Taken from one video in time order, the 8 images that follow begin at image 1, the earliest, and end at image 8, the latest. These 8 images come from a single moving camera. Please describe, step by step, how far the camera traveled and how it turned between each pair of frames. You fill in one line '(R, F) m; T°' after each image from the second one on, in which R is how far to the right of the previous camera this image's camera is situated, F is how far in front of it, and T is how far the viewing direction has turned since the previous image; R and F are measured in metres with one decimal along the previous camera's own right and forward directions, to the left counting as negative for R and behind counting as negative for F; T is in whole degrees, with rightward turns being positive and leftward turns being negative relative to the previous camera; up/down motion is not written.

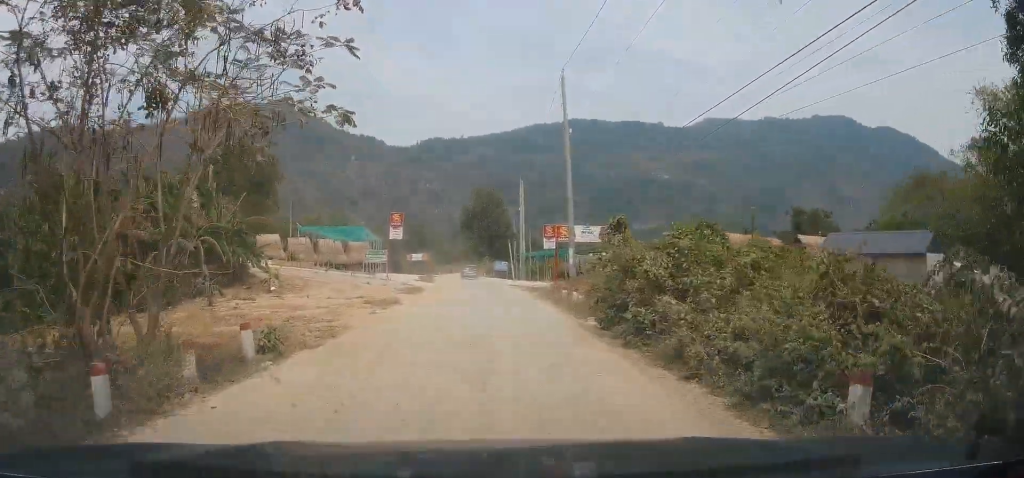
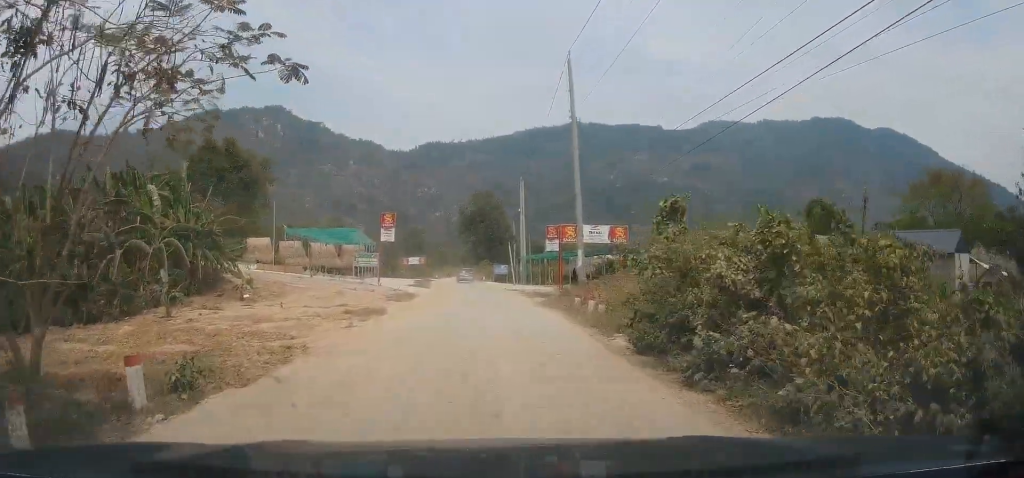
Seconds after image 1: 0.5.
(+0.4, +3.9) m; 0°
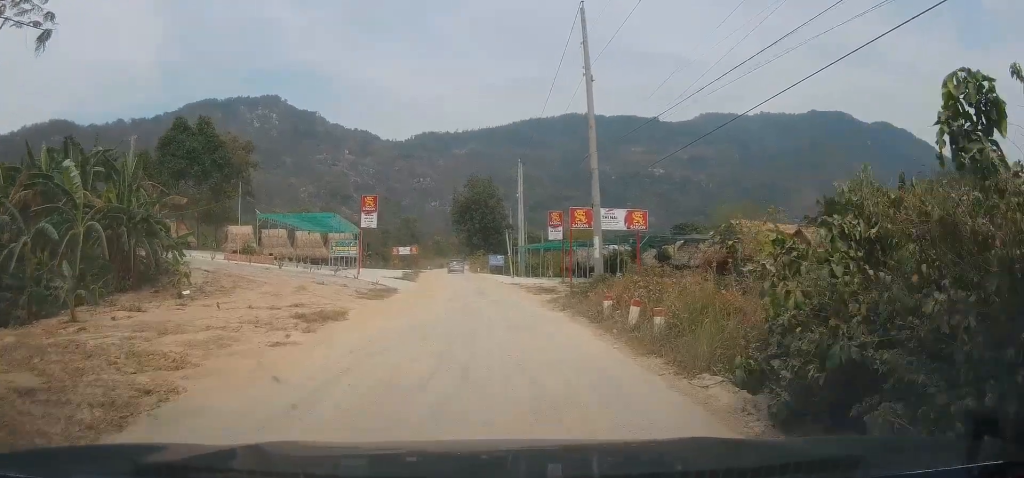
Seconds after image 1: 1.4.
(0.0, +6.0) m; -2°
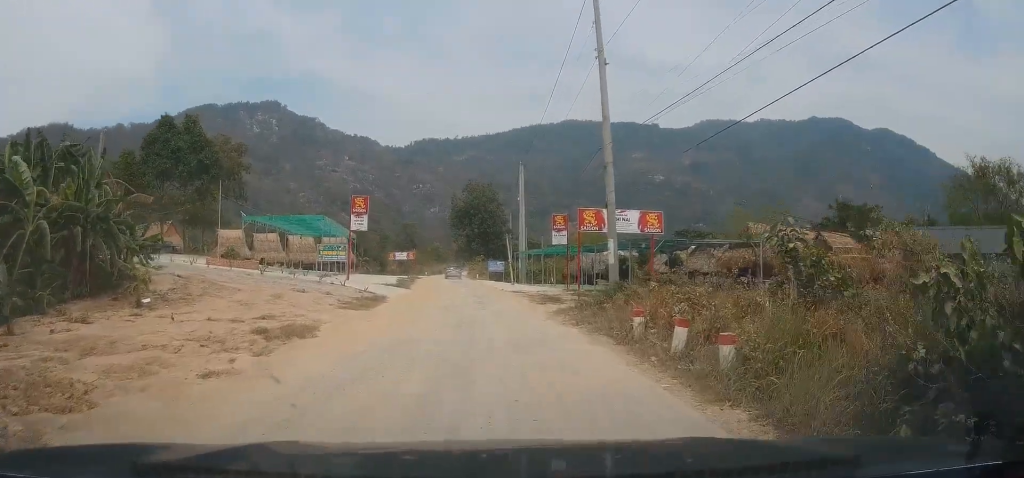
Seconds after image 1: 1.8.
(-0.2, +3.1) m; -3°
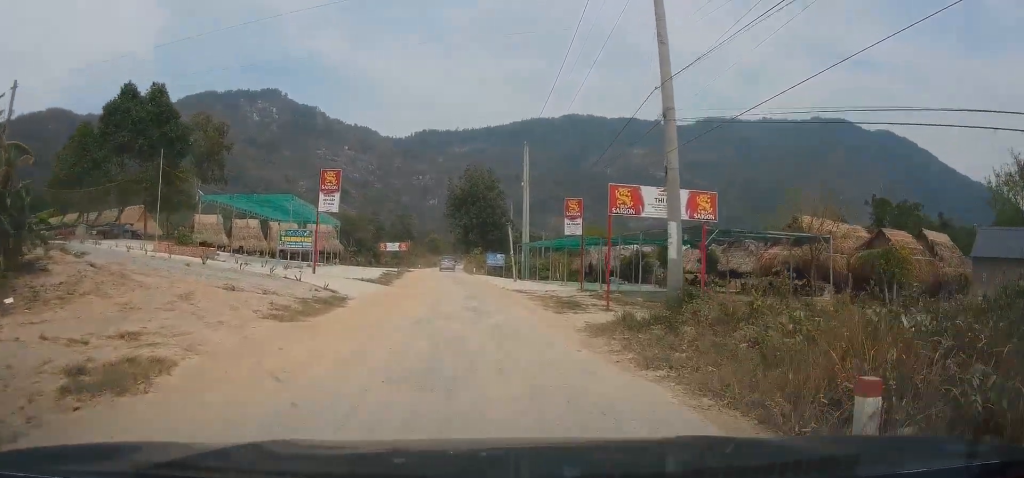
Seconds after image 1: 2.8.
(-0.1, +7.6) m; +1°
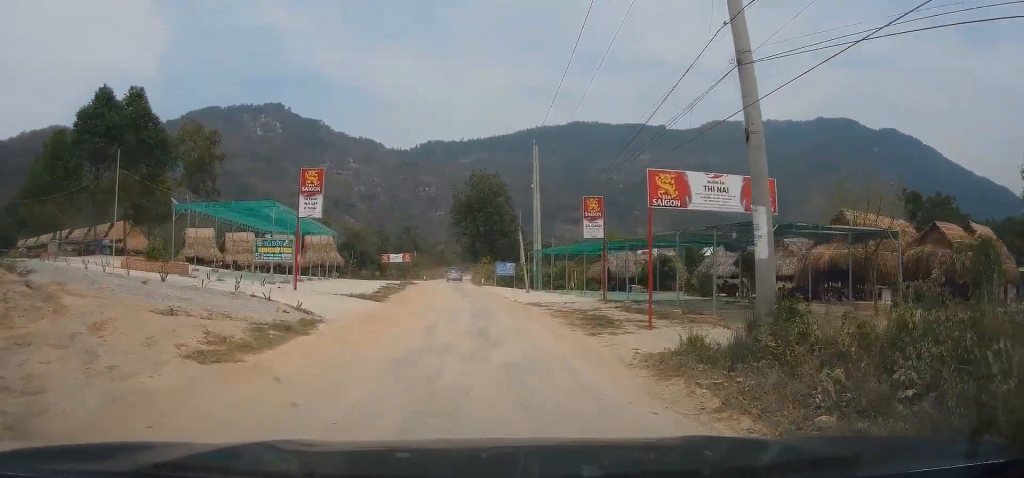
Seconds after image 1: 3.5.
(+0.1, +5.0) m; -1°
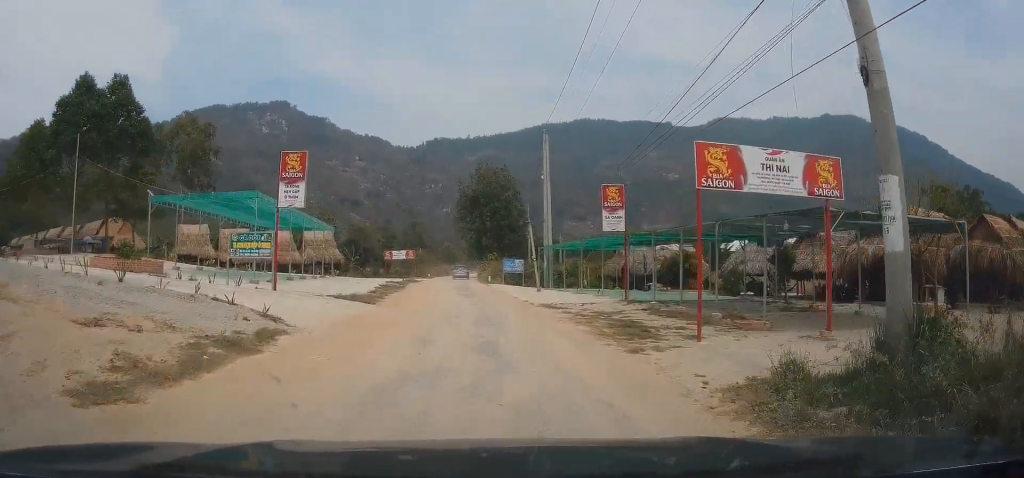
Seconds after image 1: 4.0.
(+0.2, +3.8) m; -1°
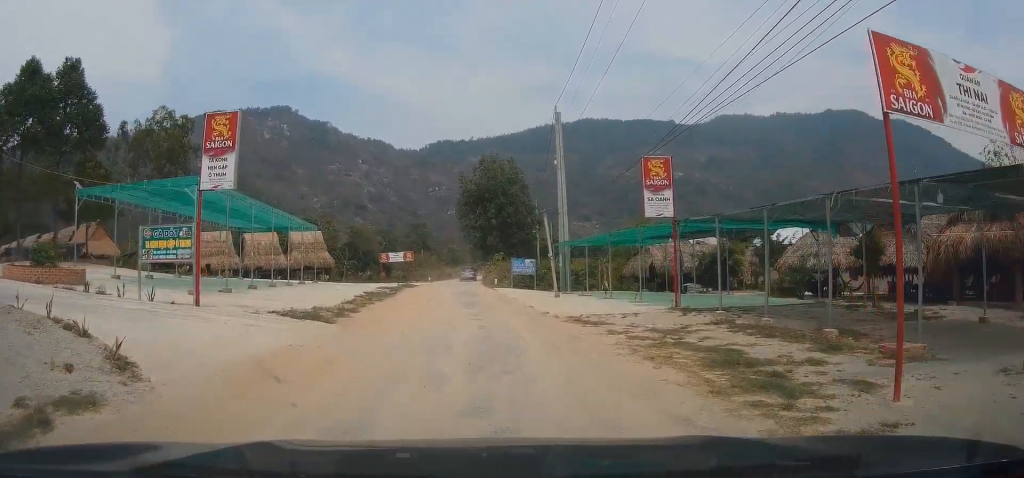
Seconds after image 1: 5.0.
(-0.7, +8.1) m; -1°
